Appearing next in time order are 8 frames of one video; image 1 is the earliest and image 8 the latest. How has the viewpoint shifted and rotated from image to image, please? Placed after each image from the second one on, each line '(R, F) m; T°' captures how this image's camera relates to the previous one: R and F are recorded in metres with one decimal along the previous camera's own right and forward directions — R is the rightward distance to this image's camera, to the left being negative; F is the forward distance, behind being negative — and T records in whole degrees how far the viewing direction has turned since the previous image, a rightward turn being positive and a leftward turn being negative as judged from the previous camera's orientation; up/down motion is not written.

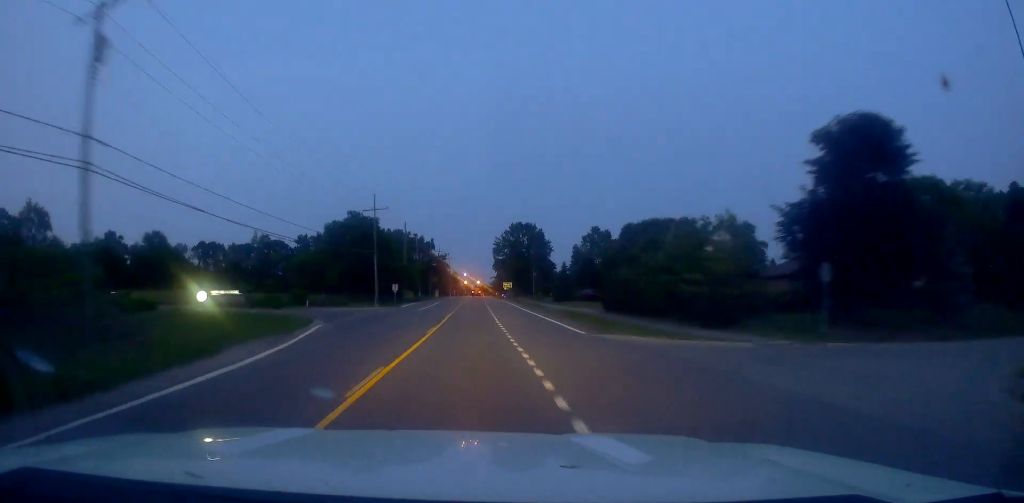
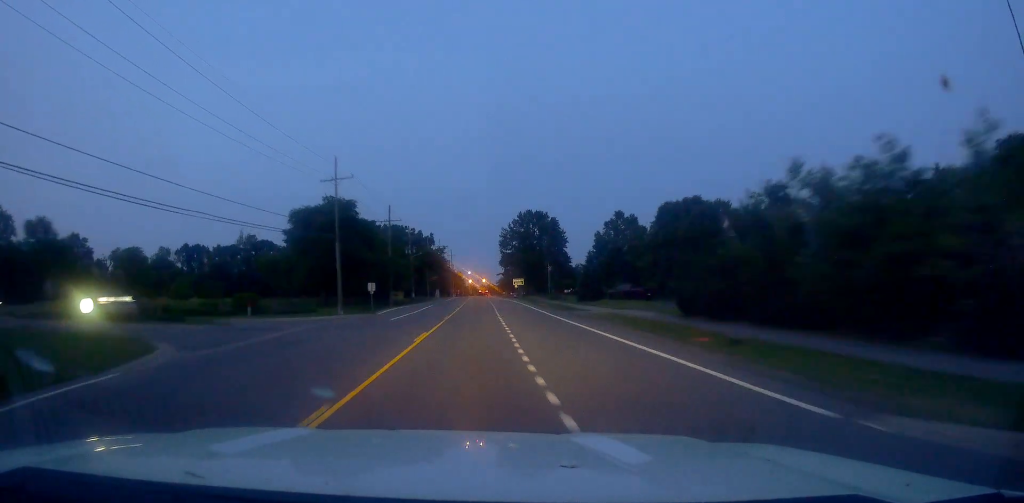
(-0.1, +19.8) m; -2°
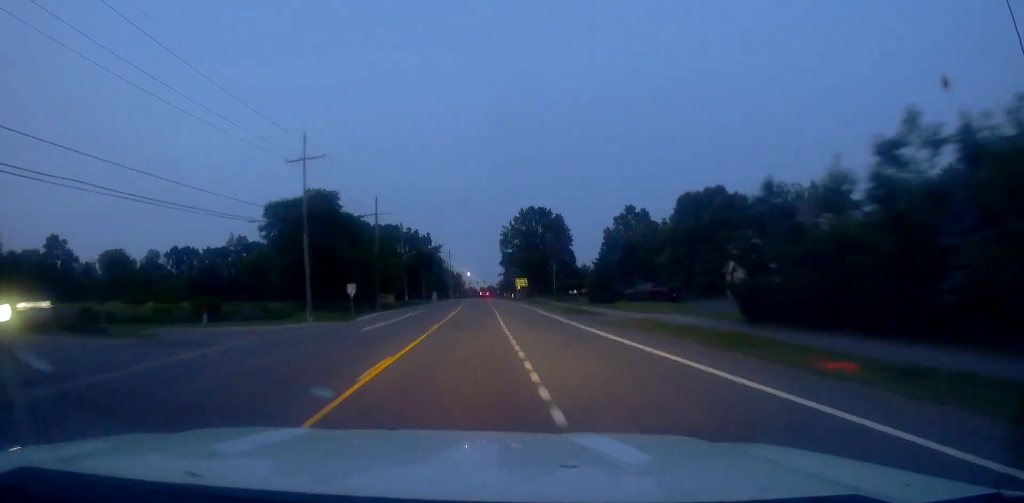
(-0.4, +8.8) m; 0°
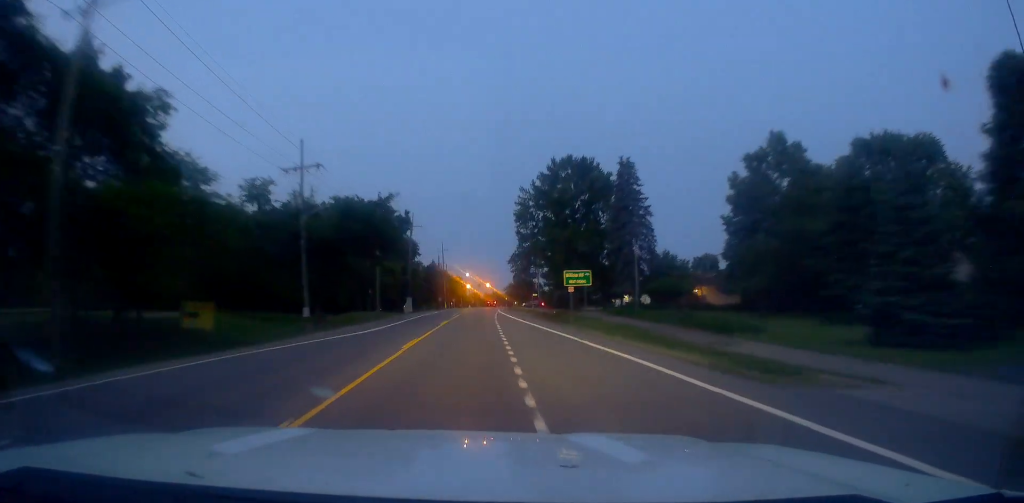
(-0.4, +54.5) m; -1°
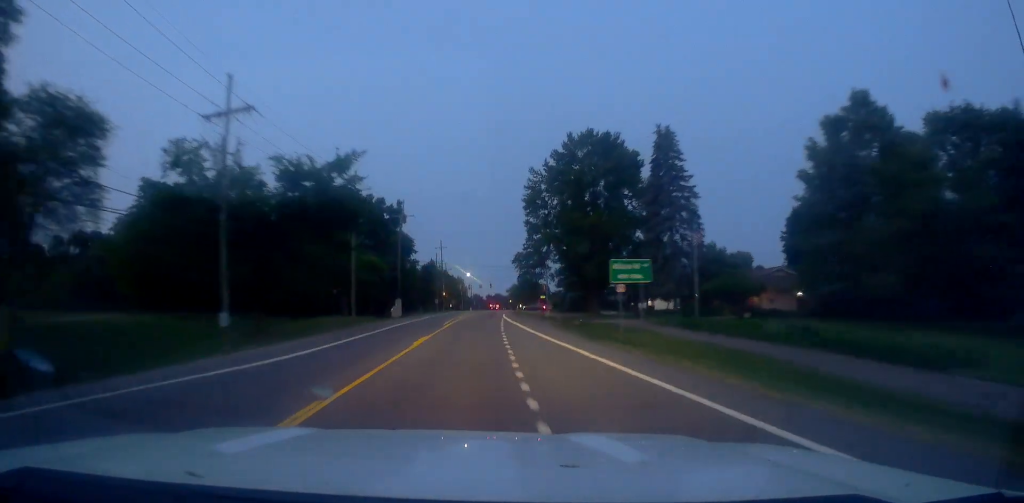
(+0.2, +13.5) m; +2°
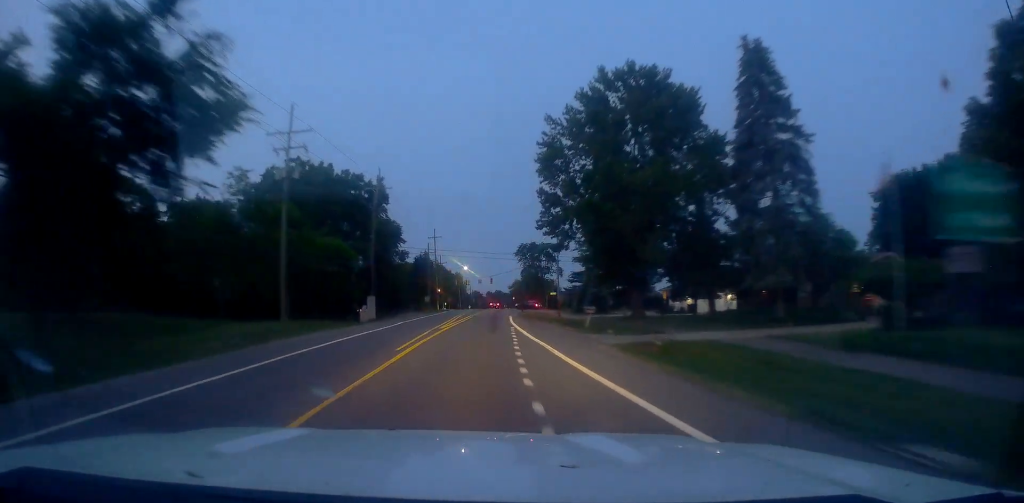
(+0.4, +18.6) m; -1°
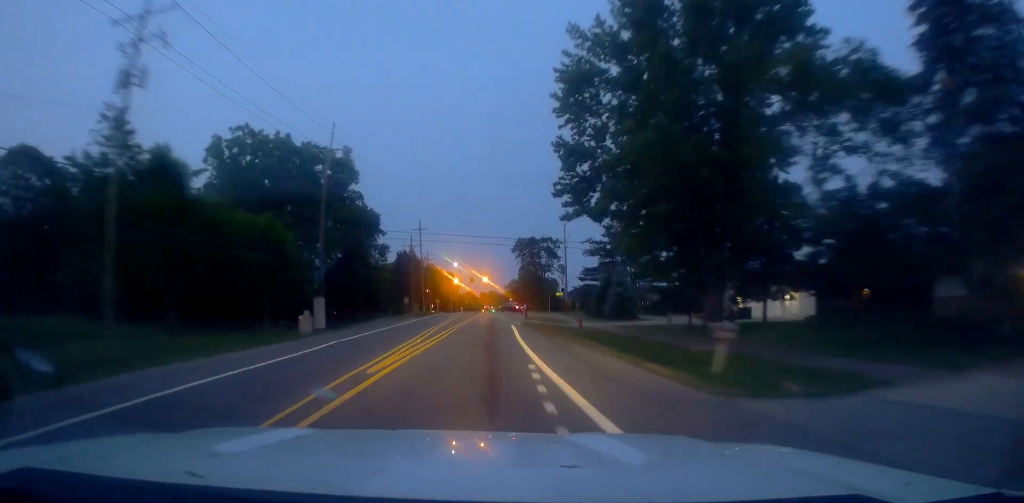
(-0.5, +17.3) m; -2°
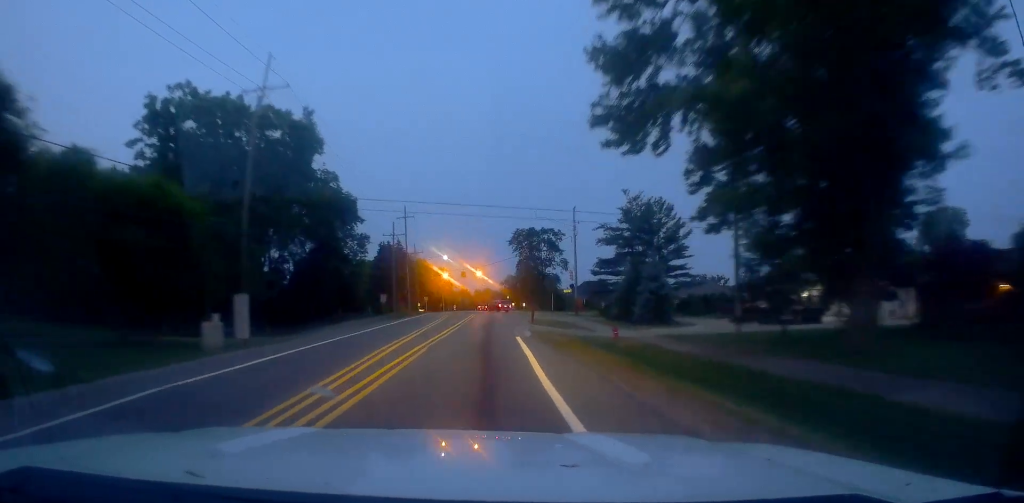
(-0.2, +13.9) m; 0°
